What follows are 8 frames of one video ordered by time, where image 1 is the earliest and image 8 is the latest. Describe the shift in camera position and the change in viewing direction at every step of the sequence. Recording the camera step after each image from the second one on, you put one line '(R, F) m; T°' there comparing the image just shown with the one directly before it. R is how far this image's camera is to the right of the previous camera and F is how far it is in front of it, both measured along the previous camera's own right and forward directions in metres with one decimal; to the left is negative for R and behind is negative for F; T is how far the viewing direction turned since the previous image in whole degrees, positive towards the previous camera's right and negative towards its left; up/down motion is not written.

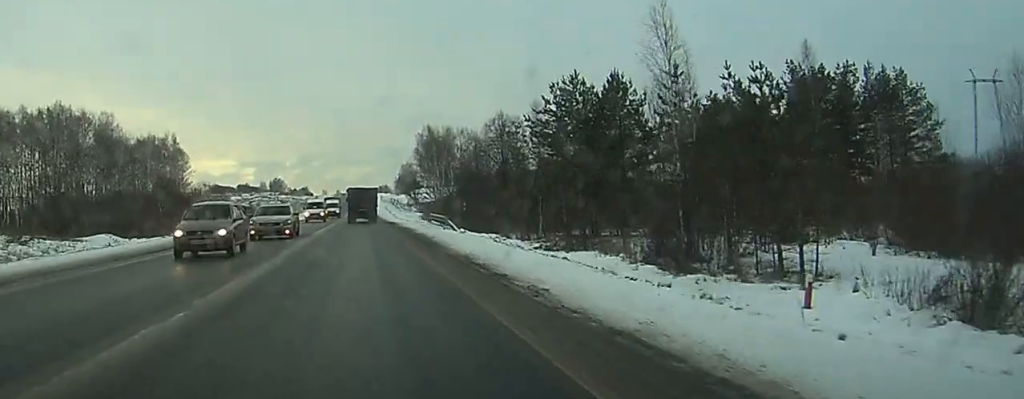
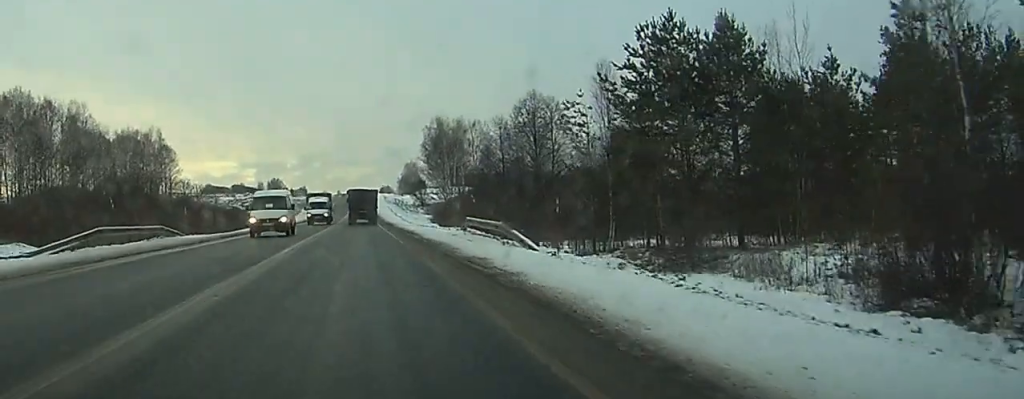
(0.0, +20.2) m; 0°
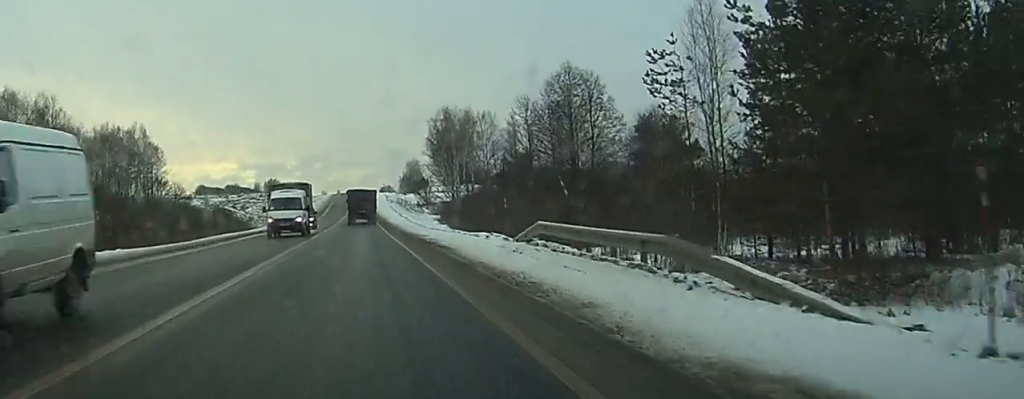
(0.0, +16.1) m; 0°
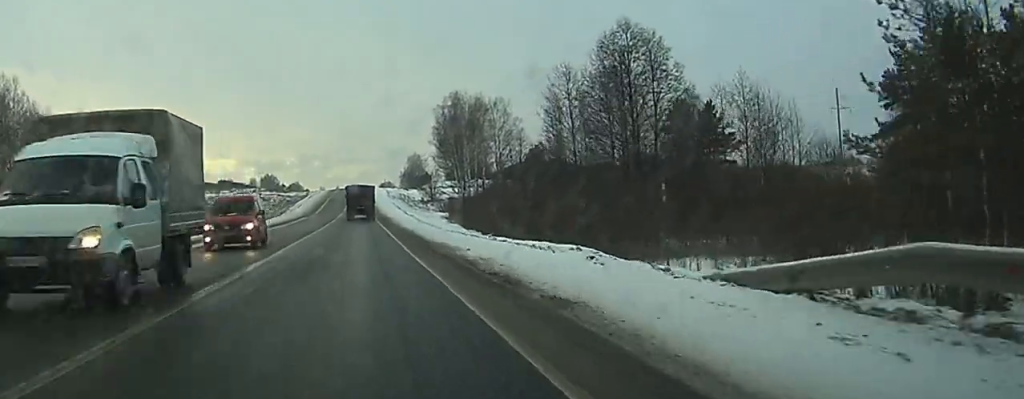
(0.0, +16.8) m; -1°
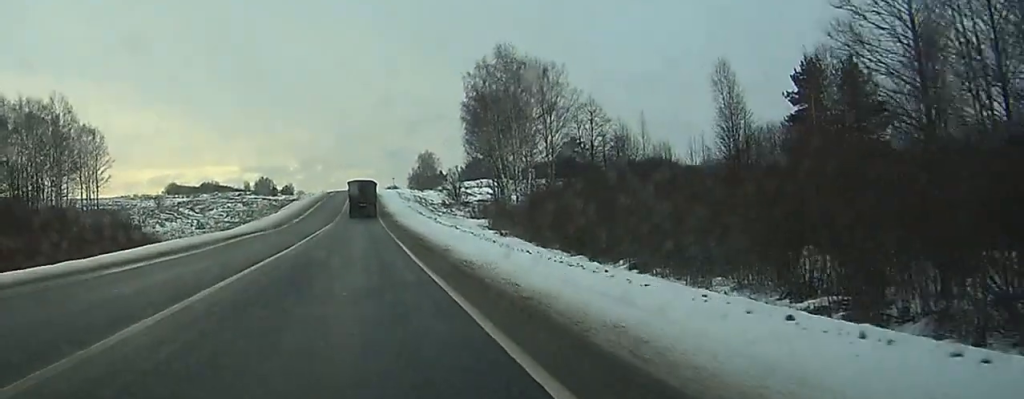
(-0.3, +41.3) m; 0°
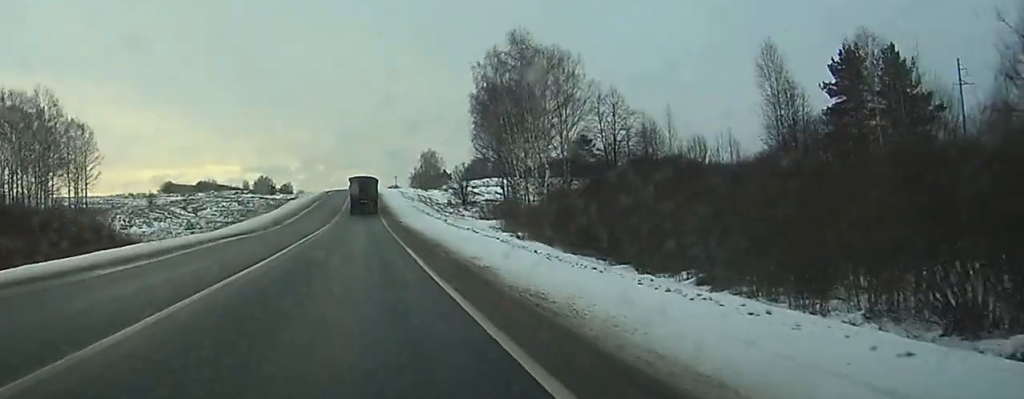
(0.0, +8.3) m; 0°
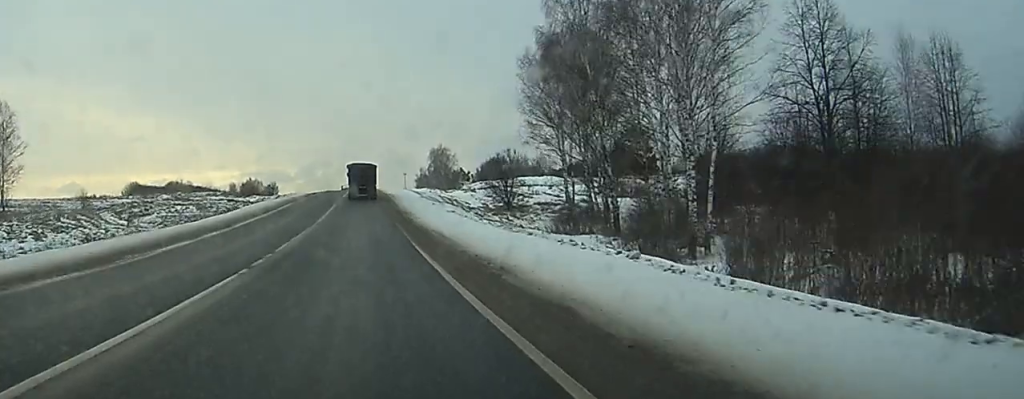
(+0.2, +41.5) m; +1°
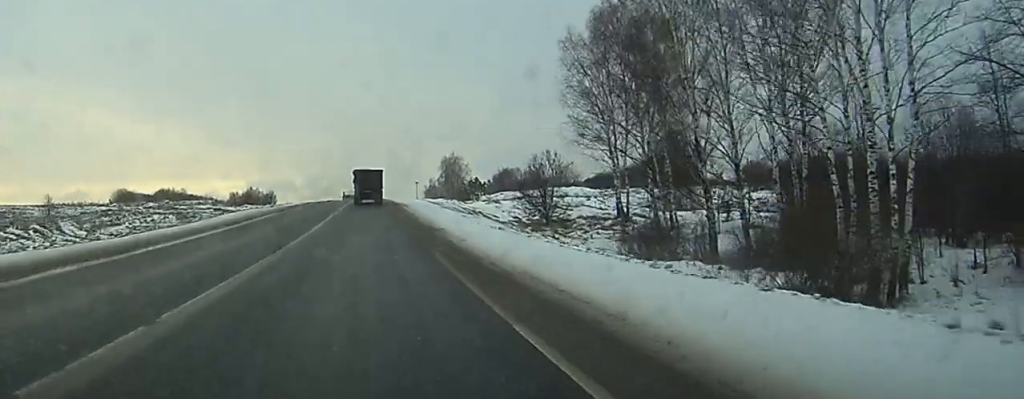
(0.0, +17.2) m; 0°
